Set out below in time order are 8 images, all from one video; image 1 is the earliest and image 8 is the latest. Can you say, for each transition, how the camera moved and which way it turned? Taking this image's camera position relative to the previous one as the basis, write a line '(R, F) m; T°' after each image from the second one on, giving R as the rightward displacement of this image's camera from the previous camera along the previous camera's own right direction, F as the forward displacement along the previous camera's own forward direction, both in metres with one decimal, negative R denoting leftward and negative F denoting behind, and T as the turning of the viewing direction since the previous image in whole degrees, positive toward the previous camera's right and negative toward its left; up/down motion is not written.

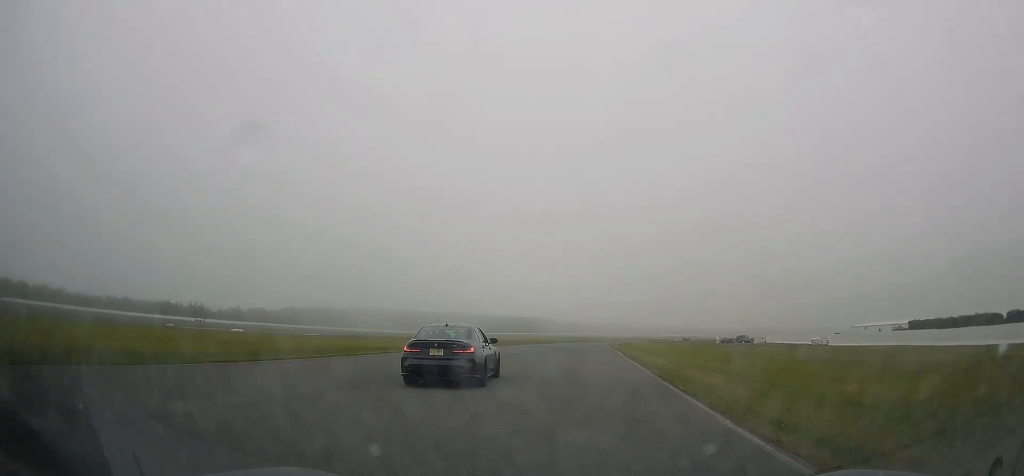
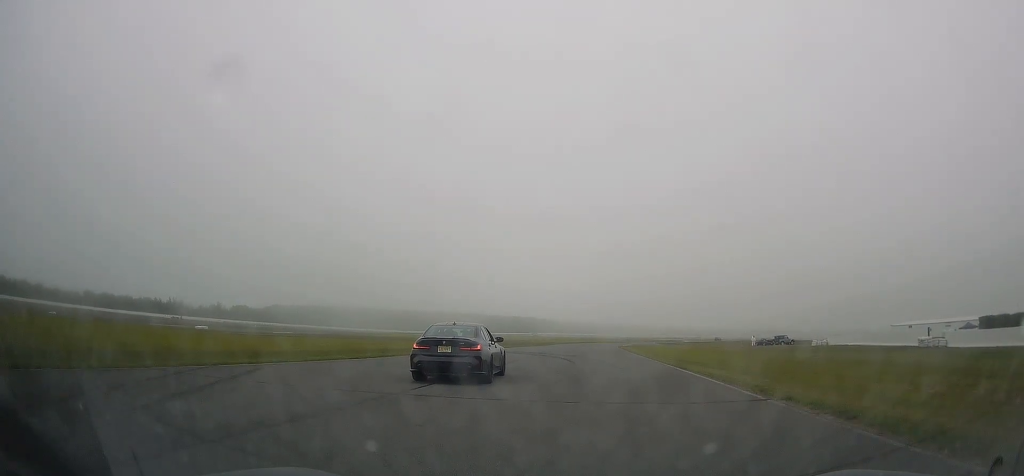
(-0.5, +25.0) m; -1°
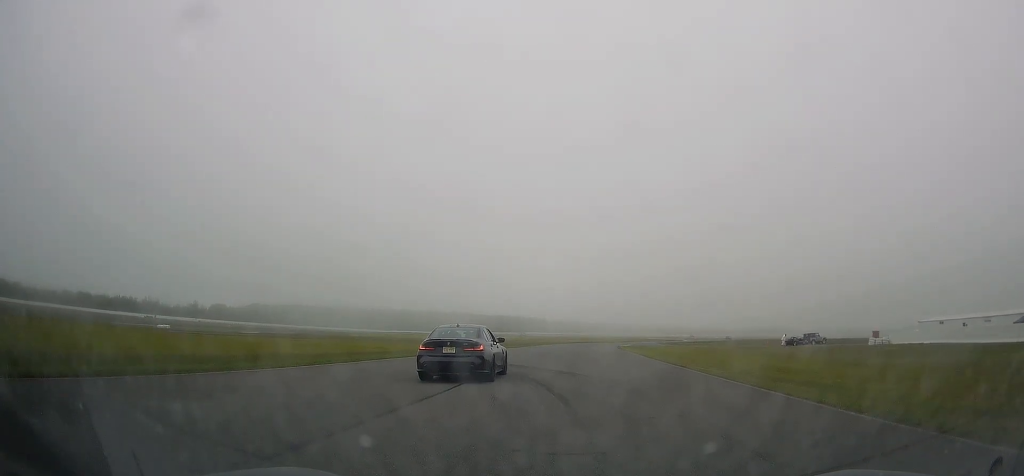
(+0.1, +18.0) m; +1°
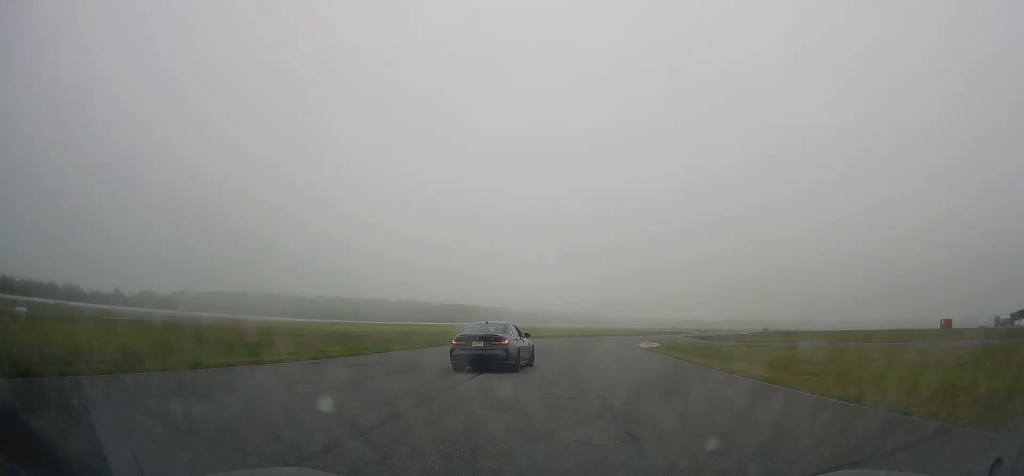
(+1.1, +58.6) m; +3°
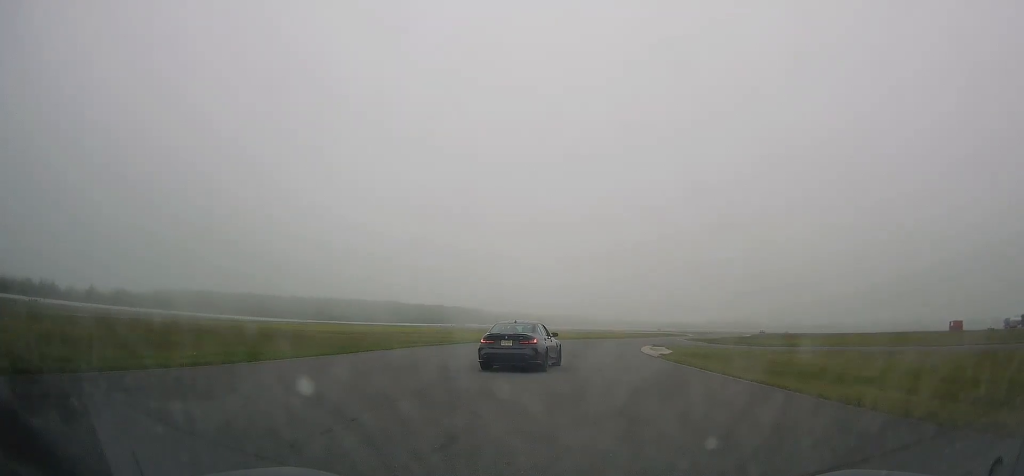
(+0.3, +11.8) m; +2°
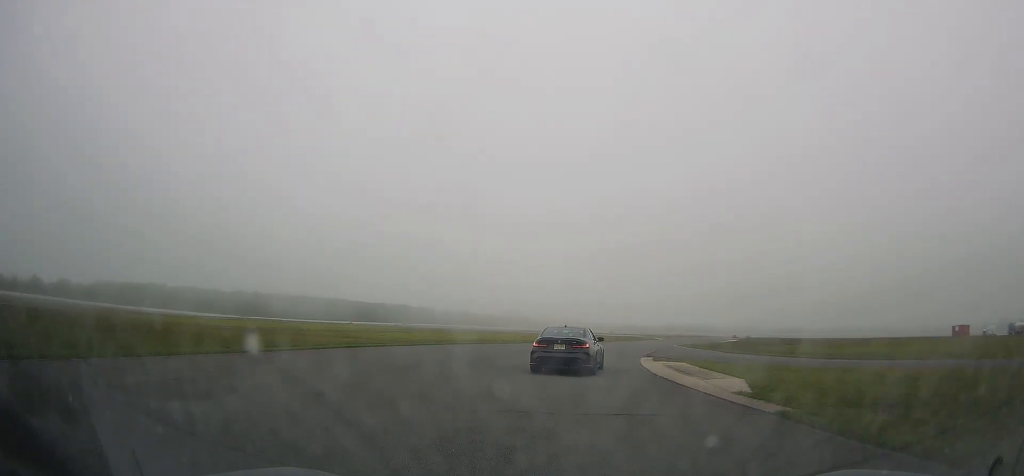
(+0.5, +20.2) m; +5°
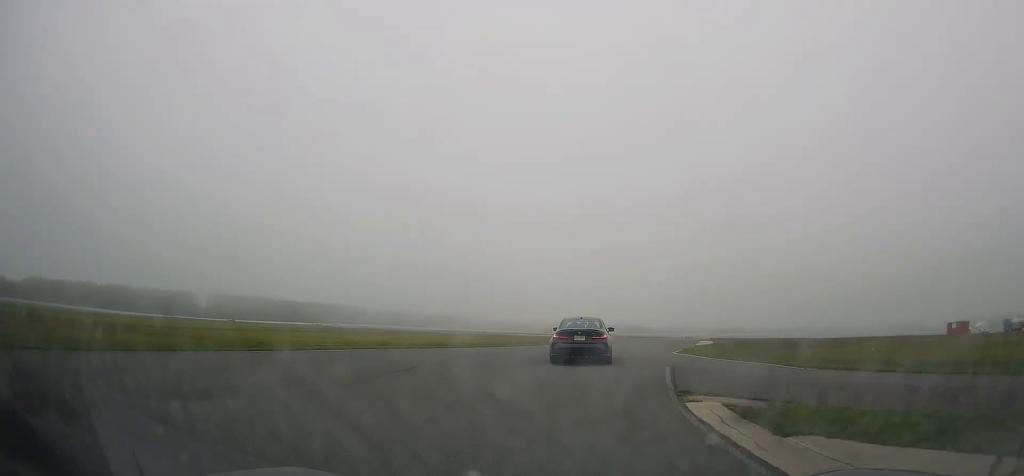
(+0.9, +20.3) m; +5°
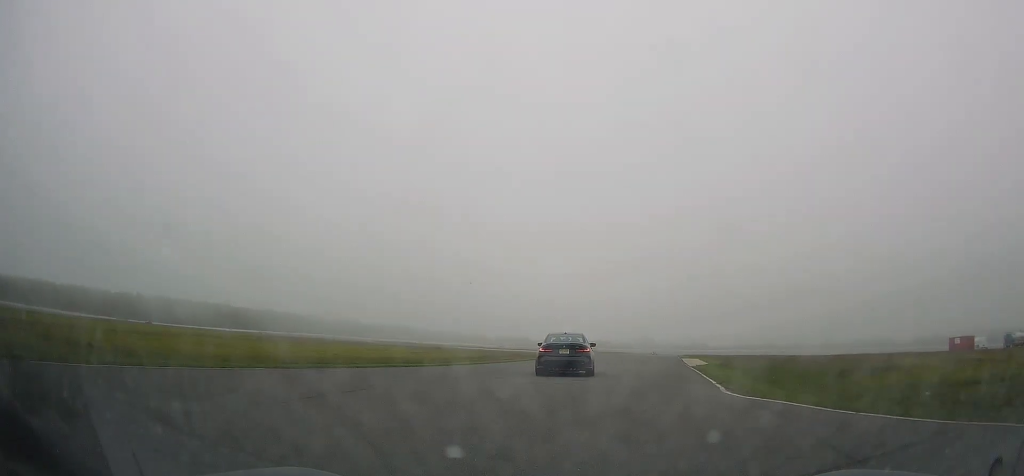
(+0.6, +13.6) m; +3°
